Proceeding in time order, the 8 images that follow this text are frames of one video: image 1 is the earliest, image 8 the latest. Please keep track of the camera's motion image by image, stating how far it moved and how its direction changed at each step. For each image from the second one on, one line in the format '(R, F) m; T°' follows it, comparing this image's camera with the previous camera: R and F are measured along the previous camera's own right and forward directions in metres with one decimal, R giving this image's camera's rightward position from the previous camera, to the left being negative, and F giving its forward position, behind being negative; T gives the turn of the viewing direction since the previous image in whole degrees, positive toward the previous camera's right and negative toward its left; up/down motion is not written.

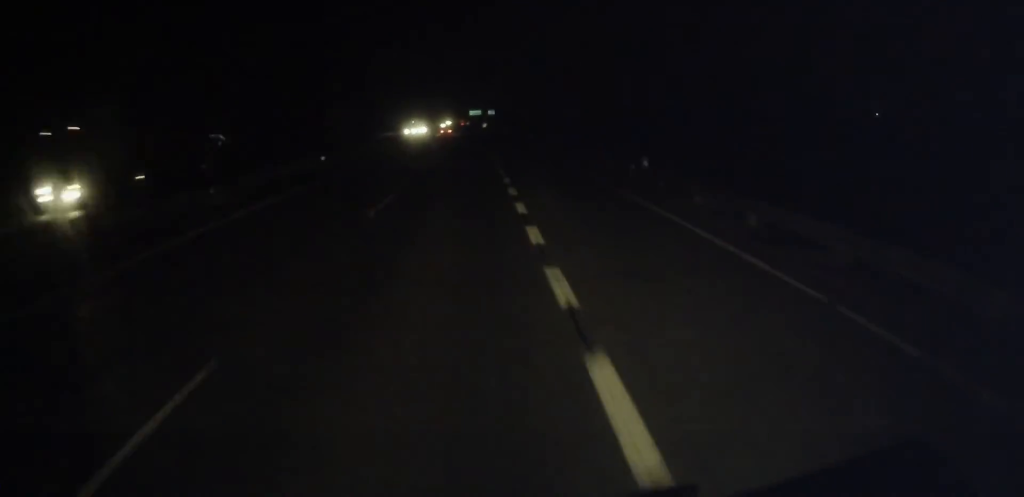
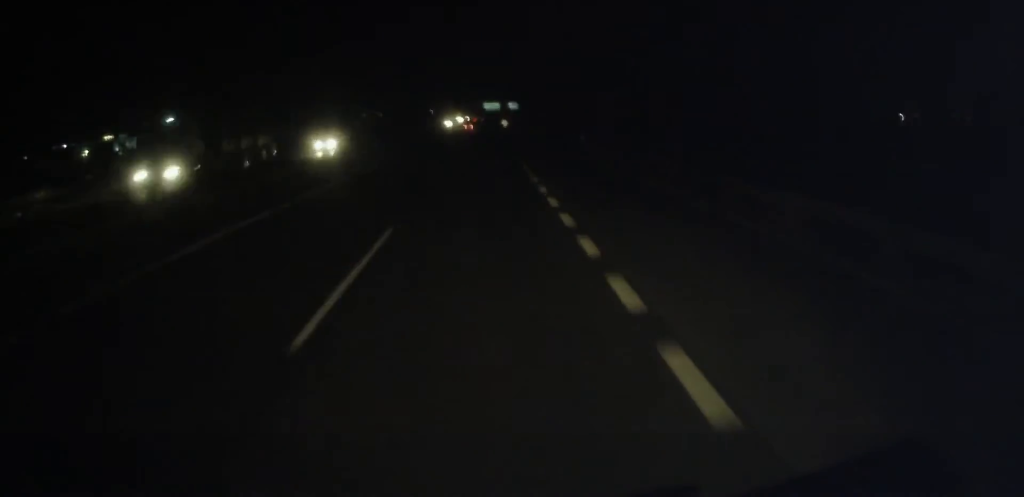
(-0.3, +75.5) m; -1°
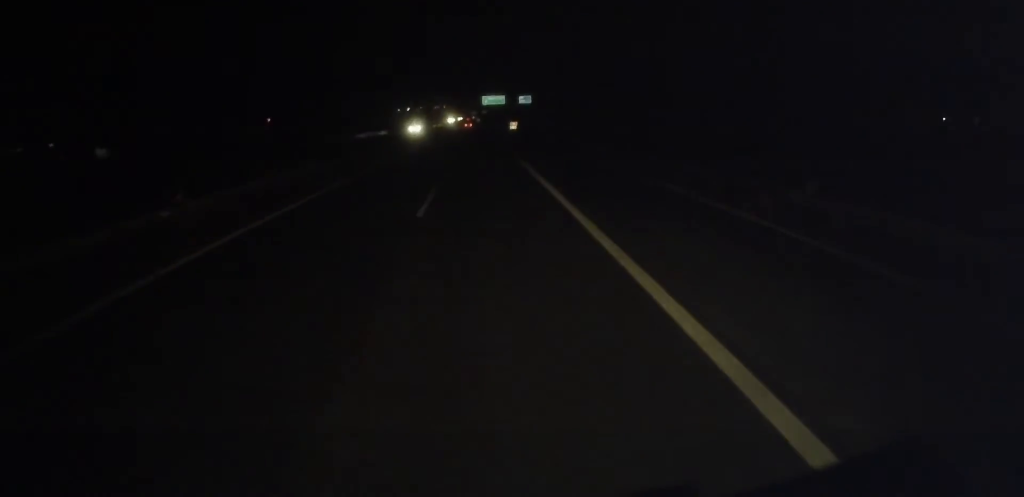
(-0.8, +81.8) m; 0°
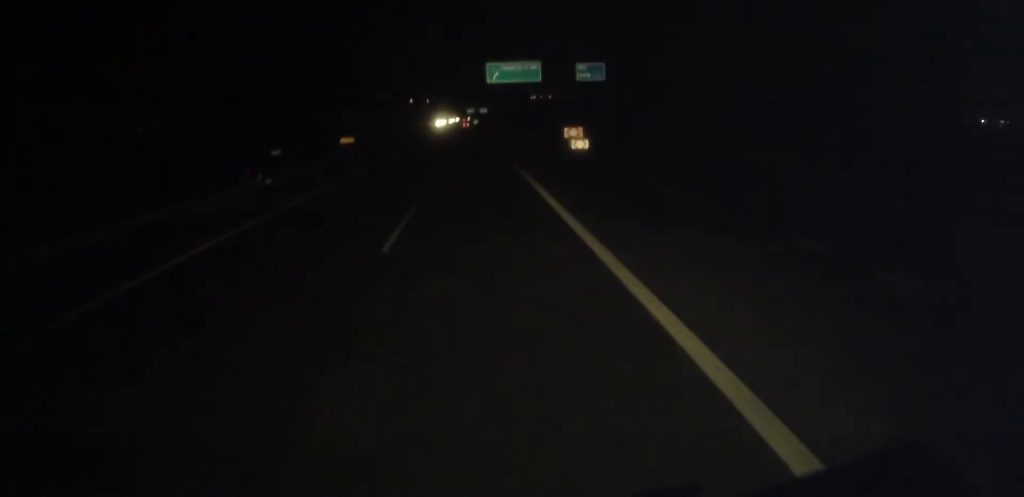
(+0.5, +94.4) m; 0°
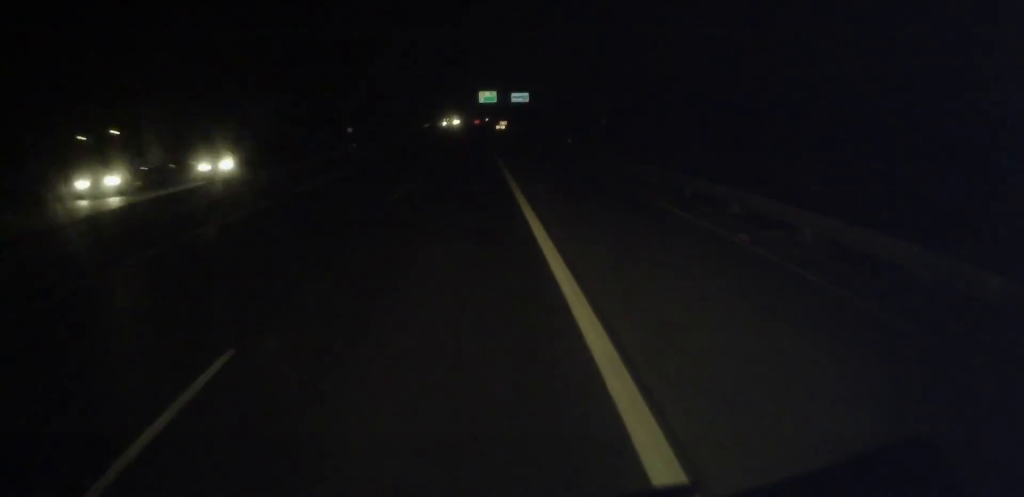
(-0.2, +229.4) m; -1°
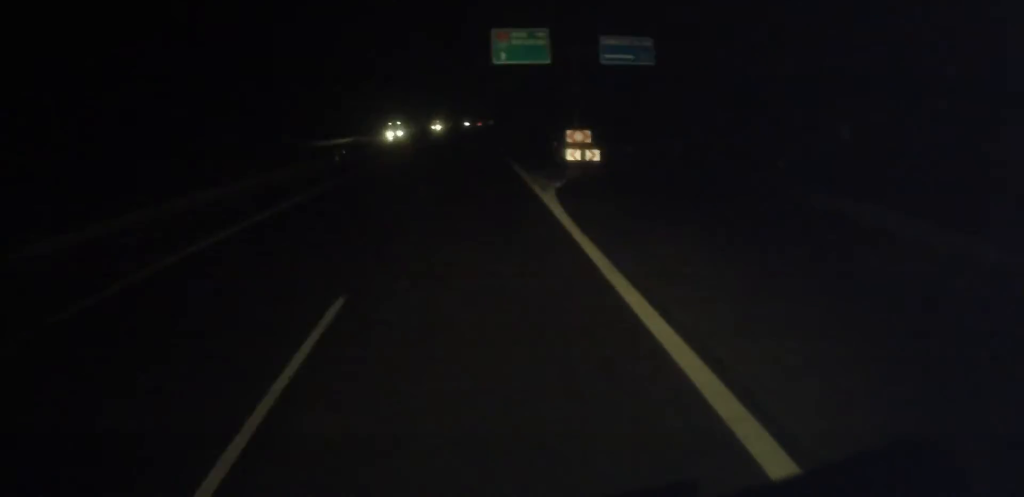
(-0.8, +106.5) m; -1°
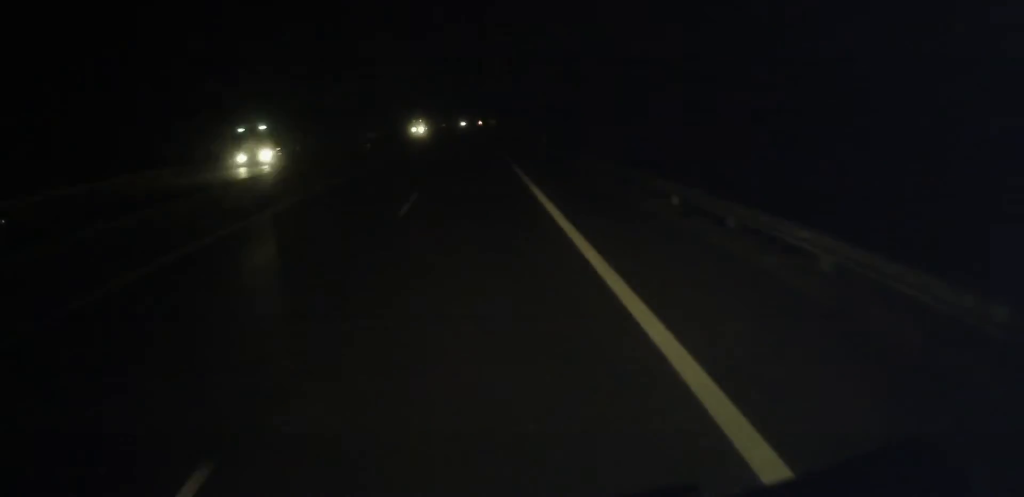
(-0.1, +40.7) m; 0°
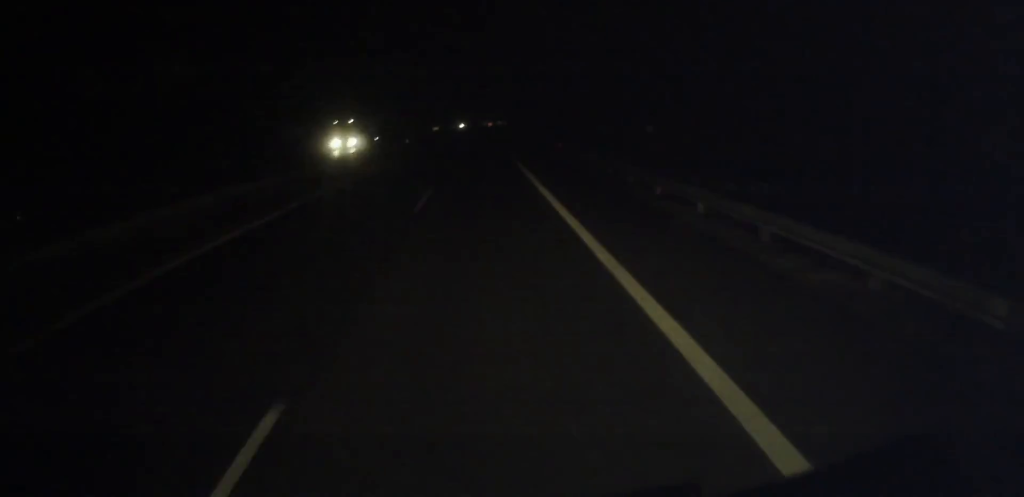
(-0.1, +53.1) m; 0°
